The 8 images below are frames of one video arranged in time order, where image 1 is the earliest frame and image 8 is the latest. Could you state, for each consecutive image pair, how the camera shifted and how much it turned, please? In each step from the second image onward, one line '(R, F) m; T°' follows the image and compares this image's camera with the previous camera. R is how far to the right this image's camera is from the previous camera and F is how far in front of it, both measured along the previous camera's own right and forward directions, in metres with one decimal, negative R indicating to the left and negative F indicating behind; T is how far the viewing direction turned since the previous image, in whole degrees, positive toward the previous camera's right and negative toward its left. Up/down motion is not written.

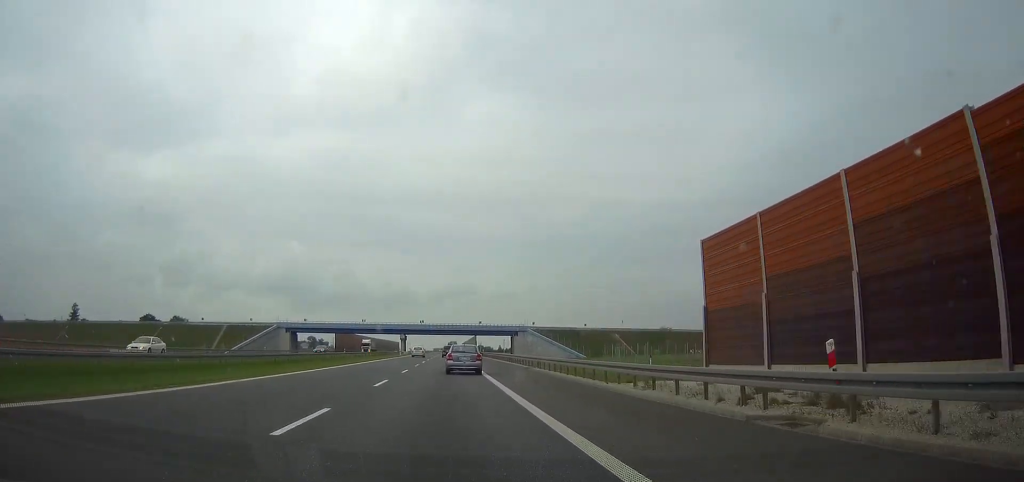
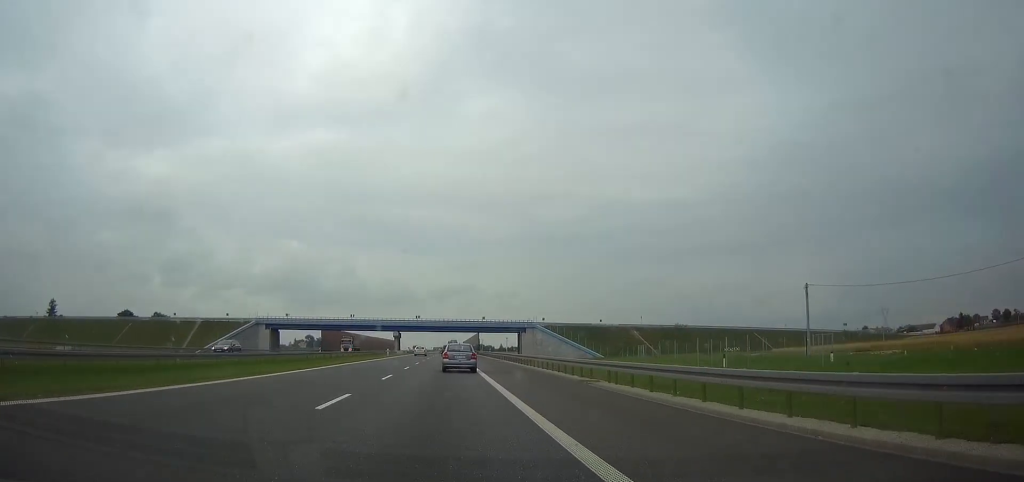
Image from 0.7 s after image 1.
(0.0, +21.0) m; 0°
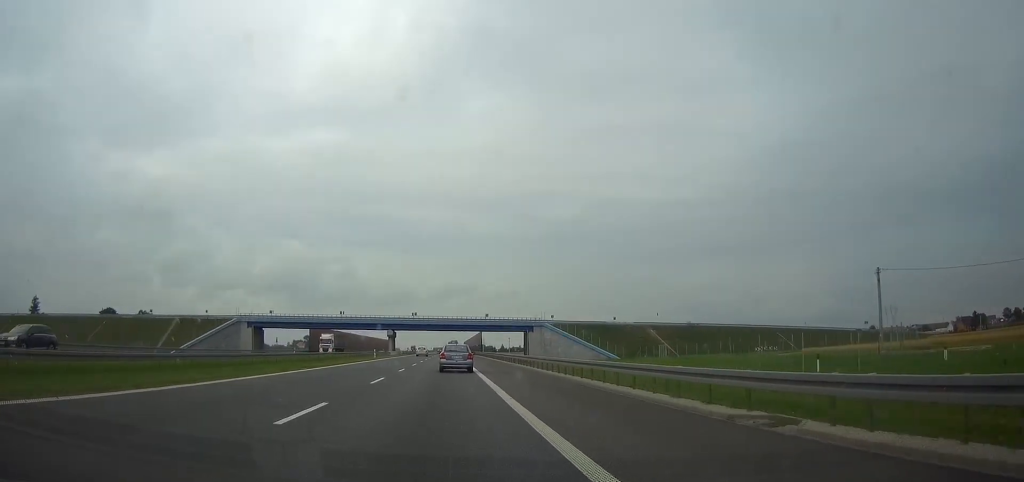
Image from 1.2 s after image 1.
(0.0, +15.4) m; 0°
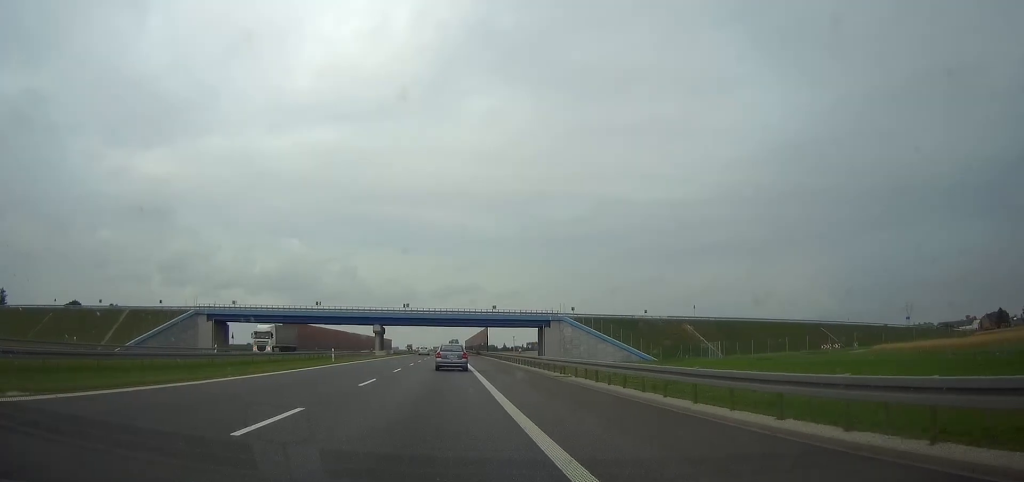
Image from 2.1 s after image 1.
(0.0, +26.7) m; 0°
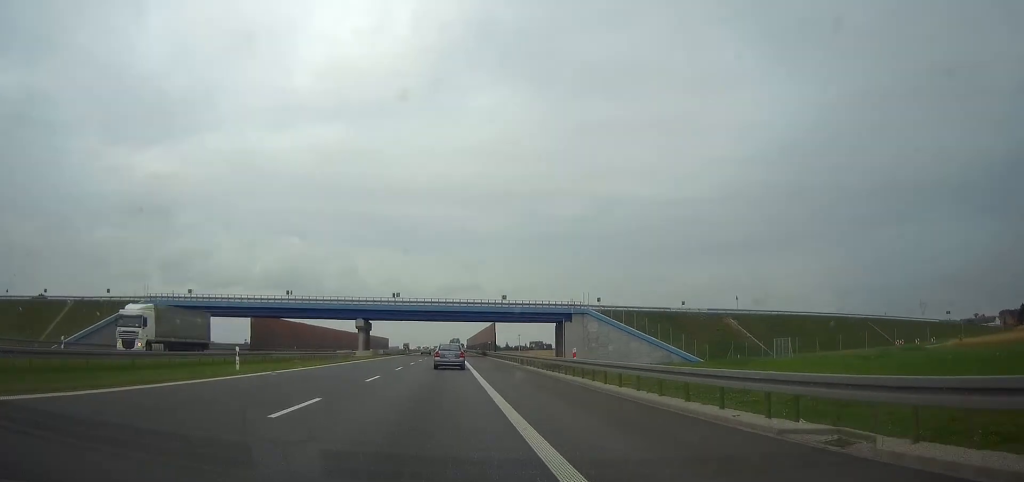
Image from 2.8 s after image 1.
(0.0, +22.4) m; 0°
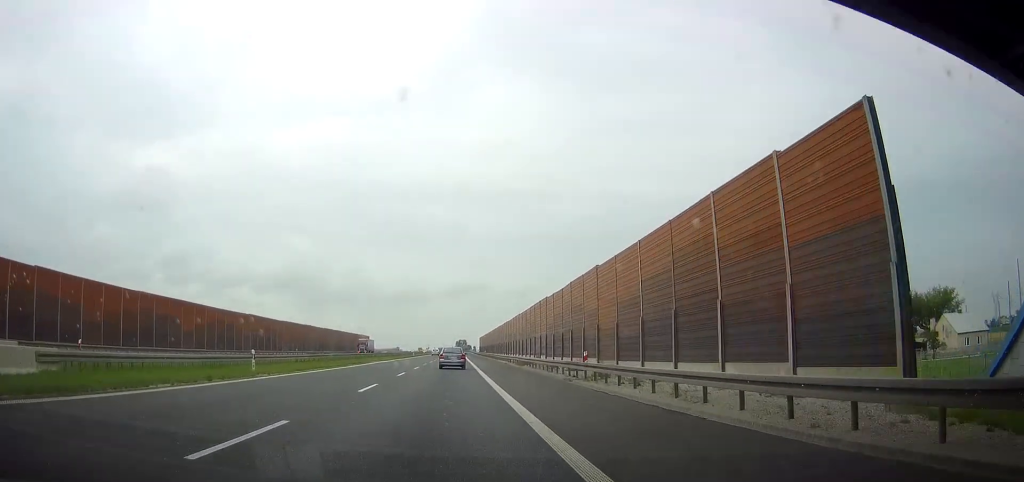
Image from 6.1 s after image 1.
(-0.5, +97.6) m; -1°
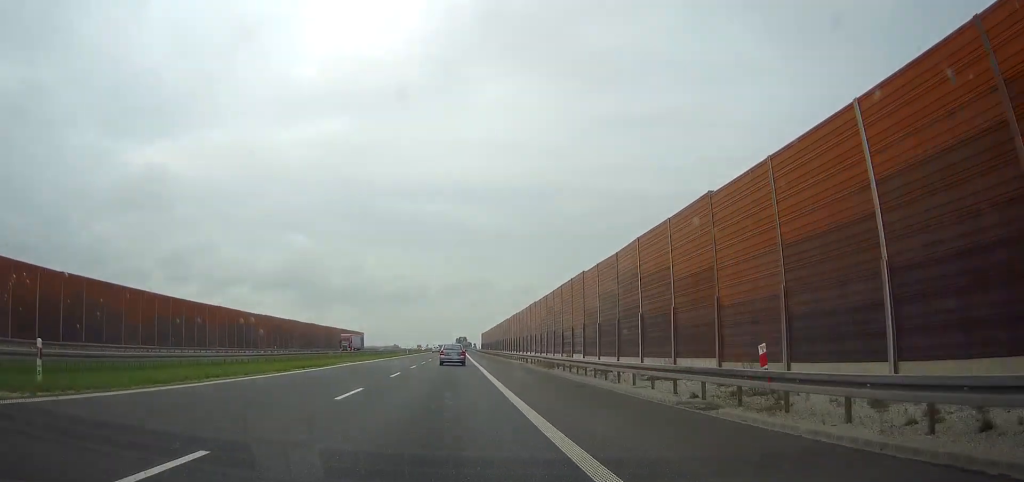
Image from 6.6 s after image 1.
(+0.1, +15.4) m; 0°
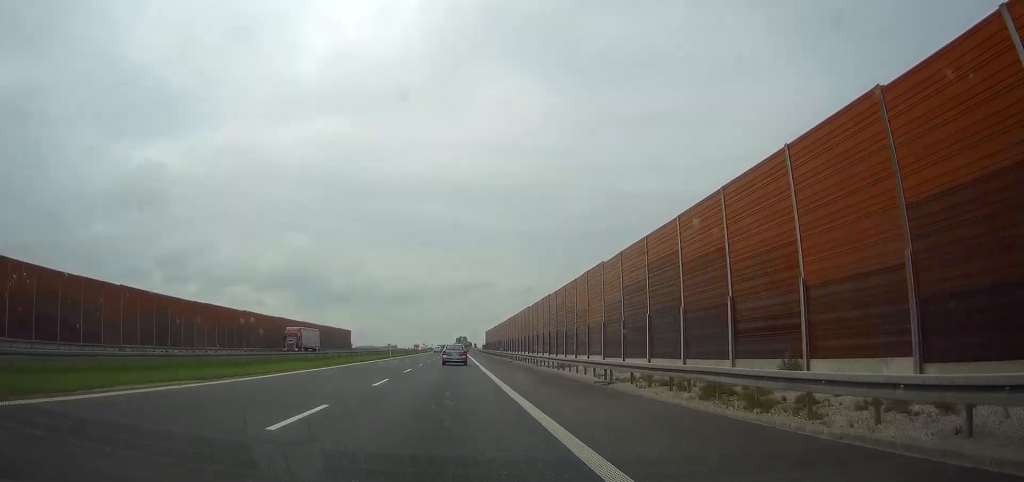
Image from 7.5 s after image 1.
(-0.2, +28.8) m; 0°
